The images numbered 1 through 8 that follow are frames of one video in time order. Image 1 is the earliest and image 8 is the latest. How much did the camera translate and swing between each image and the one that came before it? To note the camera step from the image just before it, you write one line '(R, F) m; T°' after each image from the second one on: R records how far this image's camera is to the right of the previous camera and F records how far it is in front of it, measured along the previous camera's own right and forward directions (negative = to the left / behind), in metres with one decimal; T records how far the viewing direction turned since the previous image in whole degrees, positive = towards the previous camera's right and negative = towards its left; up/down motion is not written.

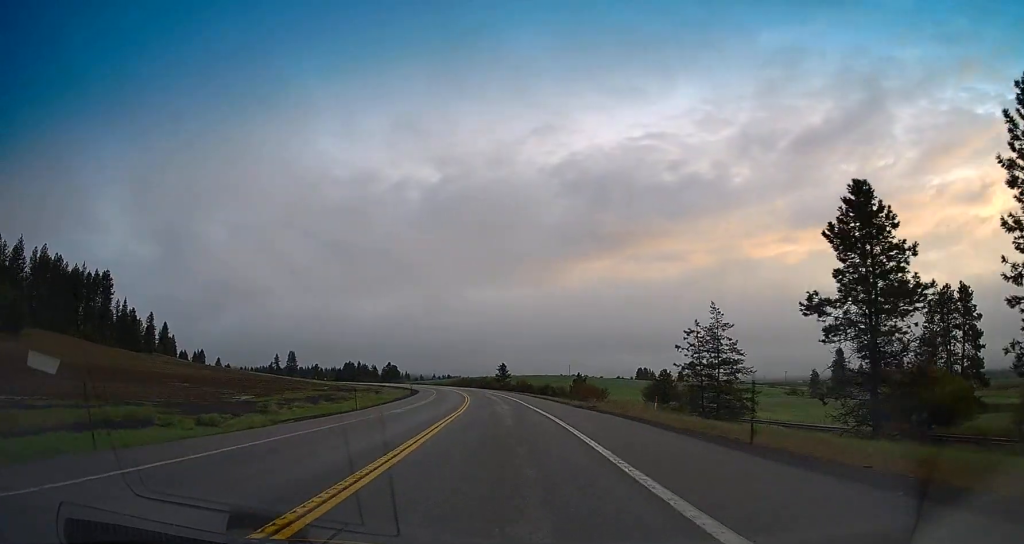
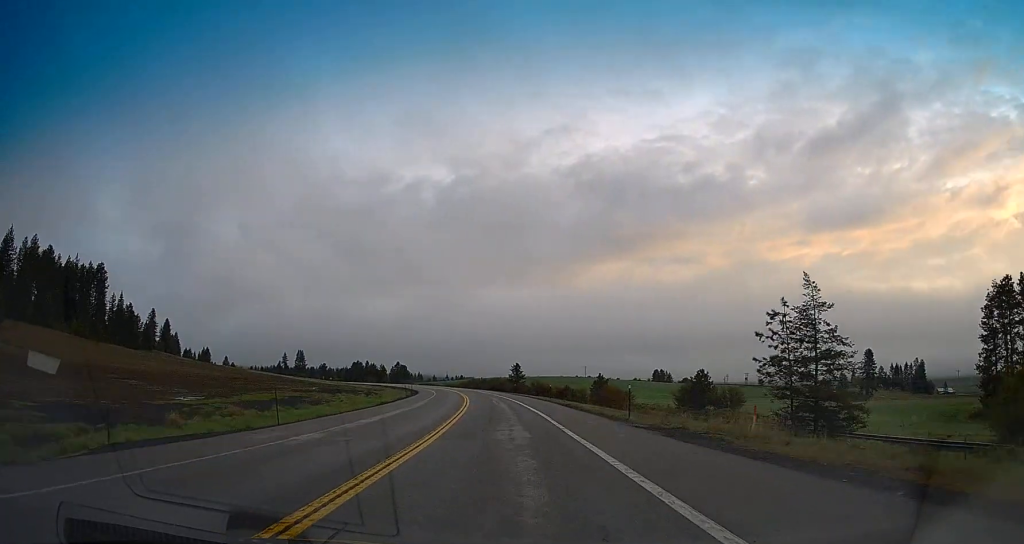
(-0.2, +17.1) m; -1°
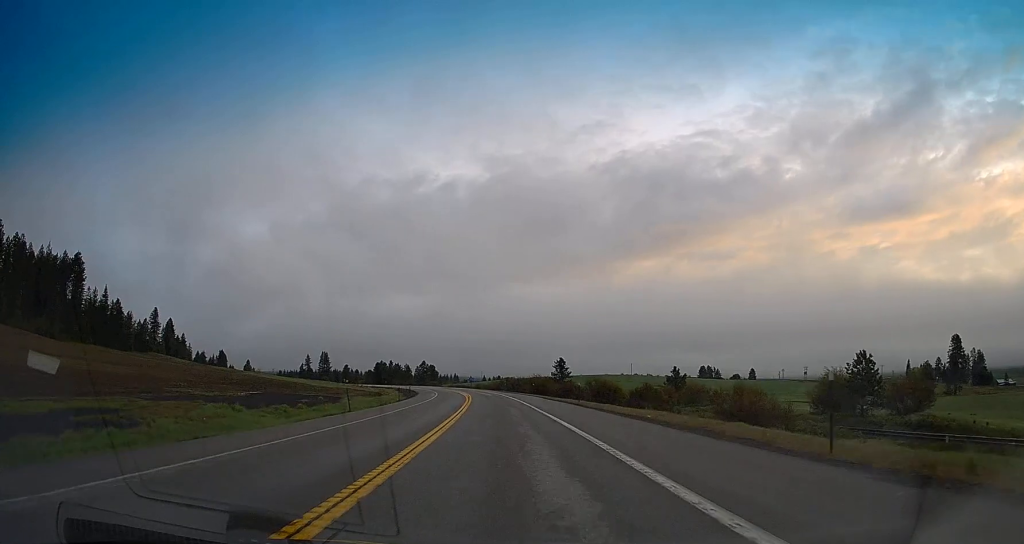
(-1.6, +45.9) m; -4°
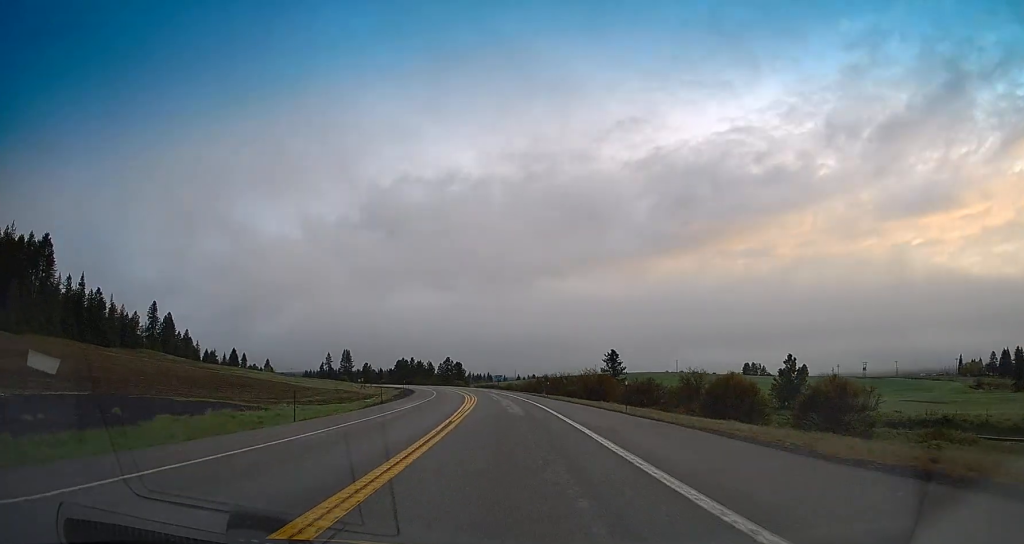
(-1.1, +43.2) m; -2°
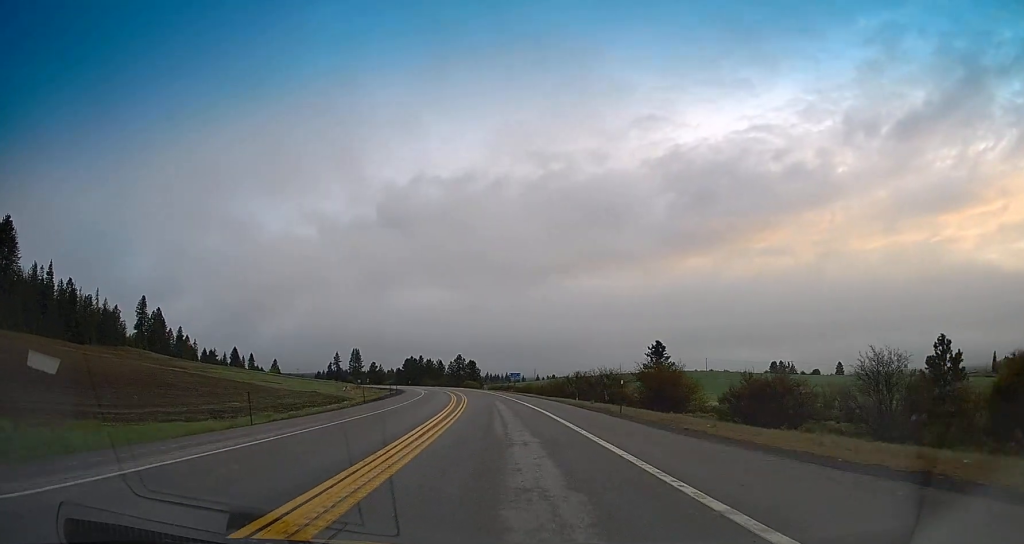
(-0.4, +33.3) m; -3°
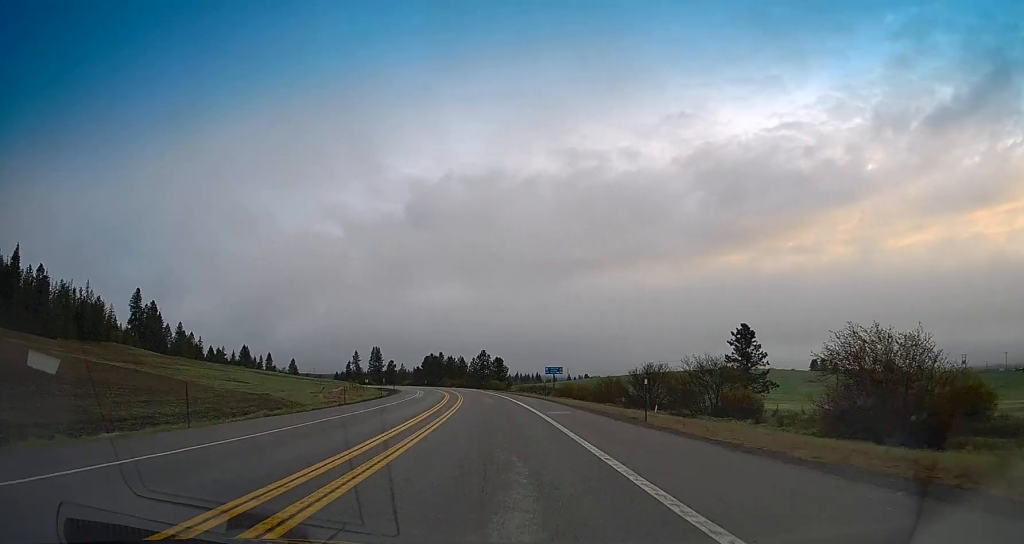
(-1.2, +36.0) m; -2°
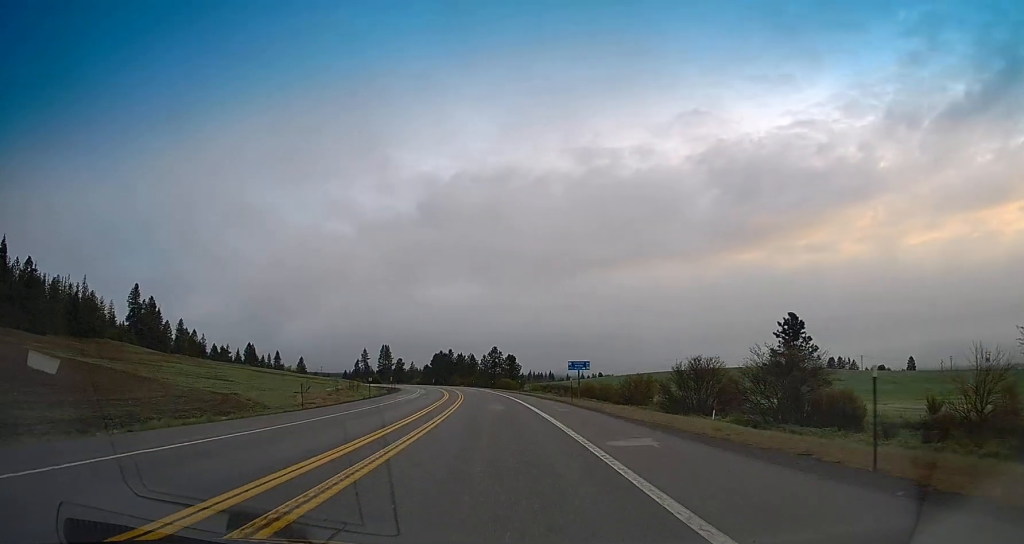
(+0.1, +13.5) m; -1°
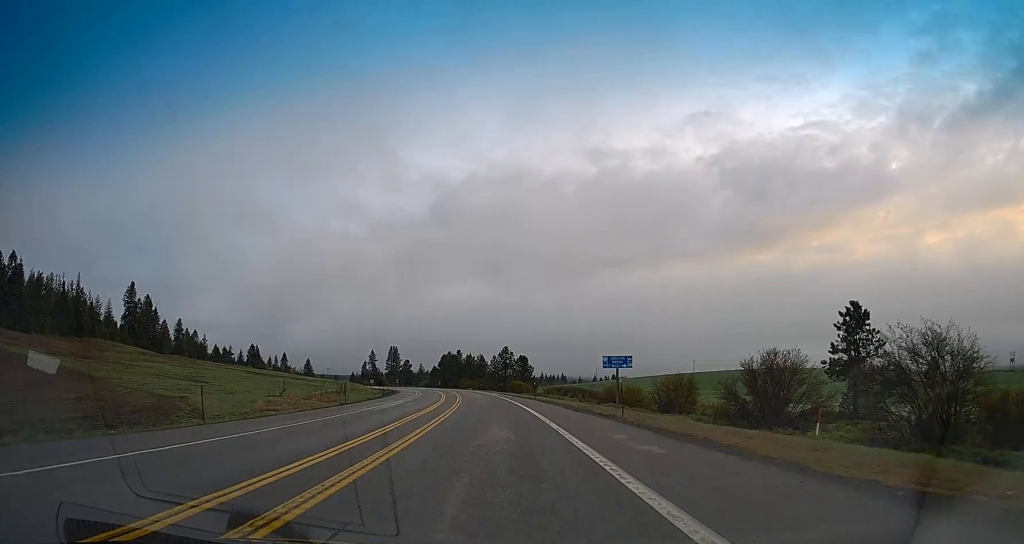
(-0.2, +14.5) m; -1°
